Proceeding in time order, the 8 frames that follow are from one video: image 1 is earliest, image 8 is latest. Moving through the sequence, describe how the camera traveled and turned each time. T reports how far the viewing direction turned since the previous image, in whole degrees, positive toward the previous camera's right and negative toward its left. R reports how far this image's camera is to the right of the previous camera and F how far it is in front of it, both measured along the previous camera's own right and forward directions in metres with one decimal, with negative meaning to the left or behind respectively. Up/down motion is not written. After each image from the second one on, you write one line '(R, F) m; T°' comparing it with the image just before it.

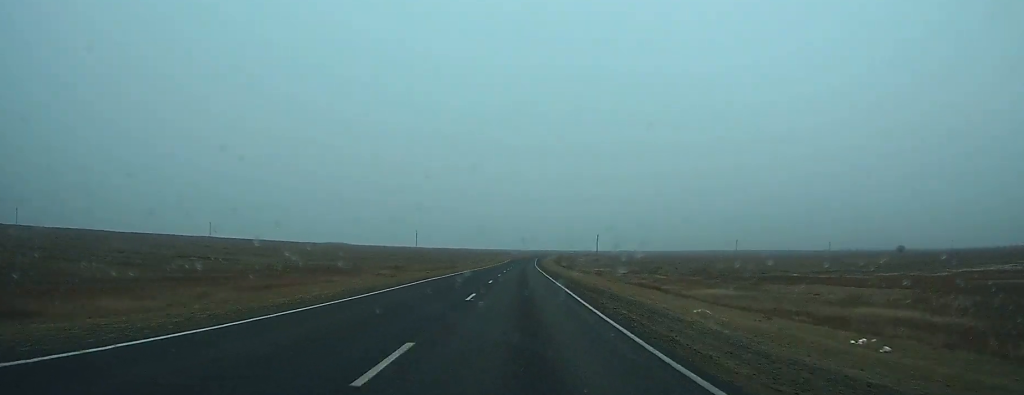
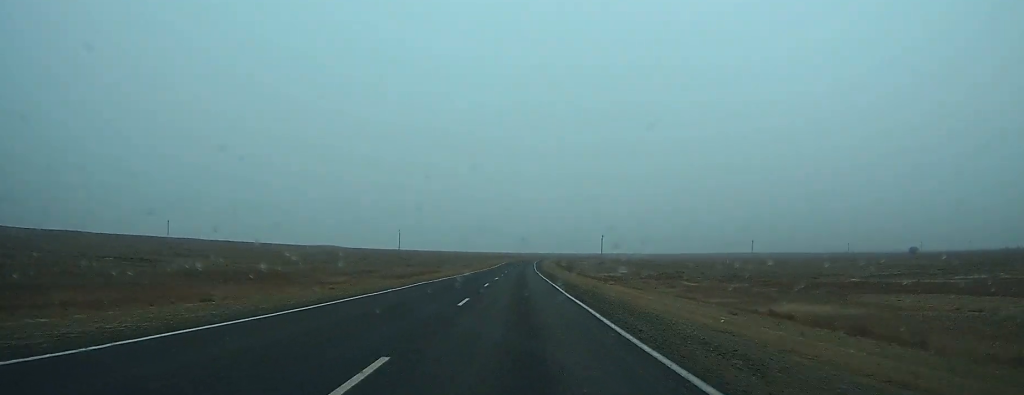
(0.0, +25.0) m; 0°
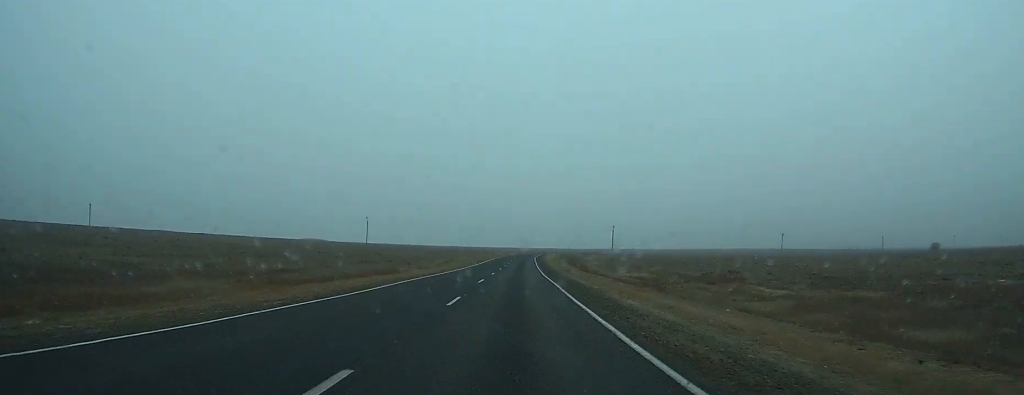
(+0.1, +38.6) m; 0°
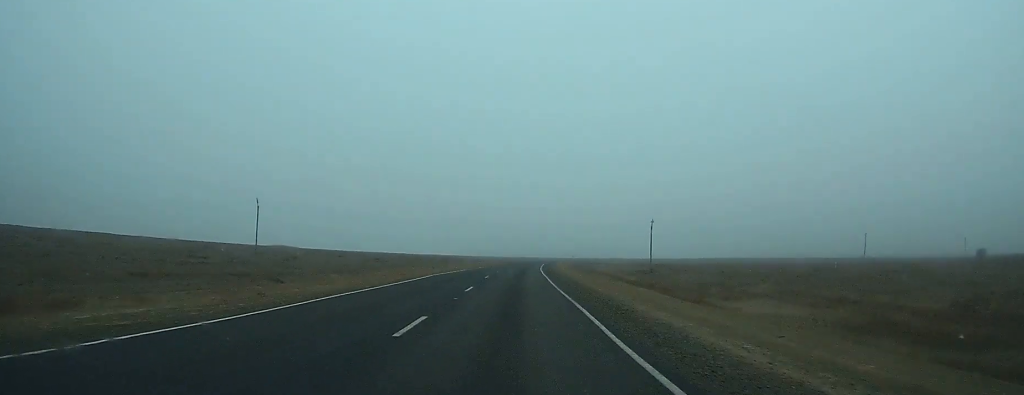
(+0.5, +67.8) m; +1°
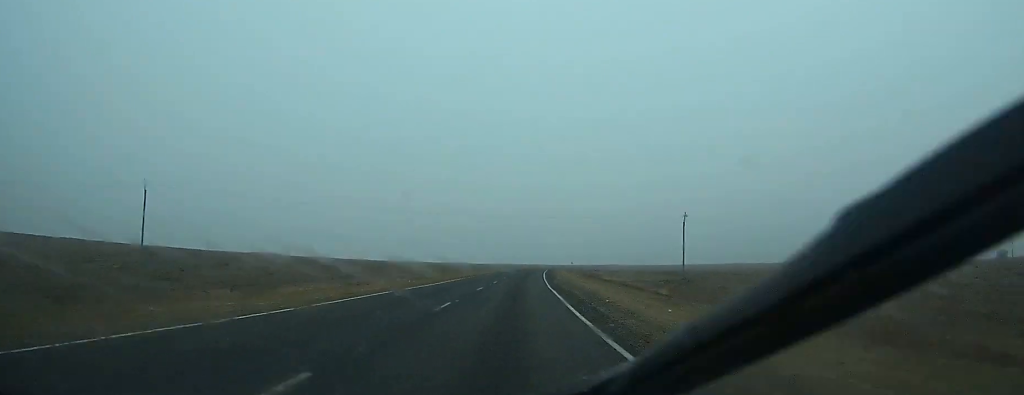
(+0.1, +30.3) m; +1°
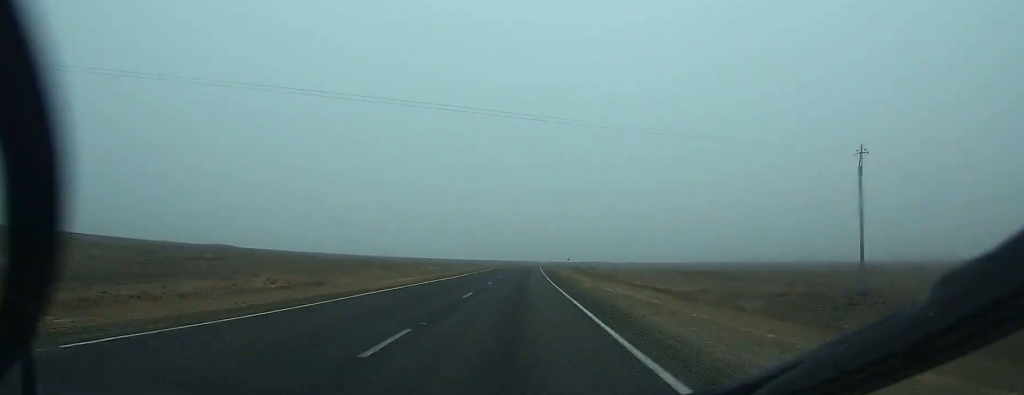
(+0.7, +53.7) m; +1°
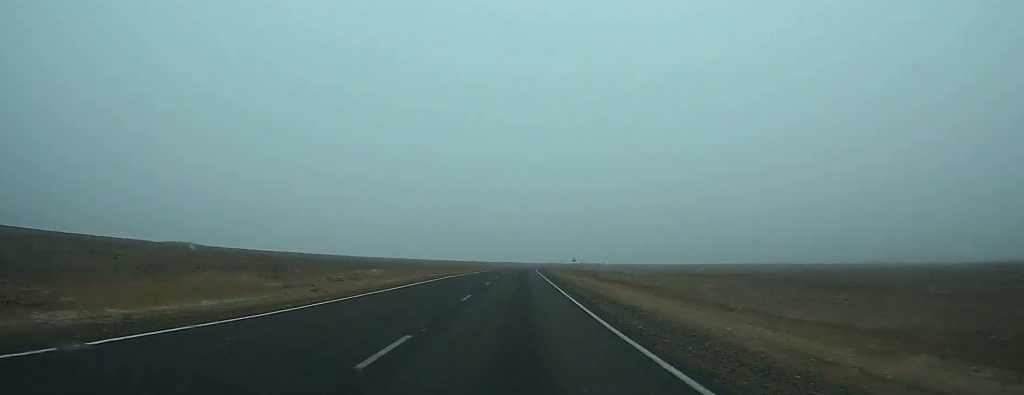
(+0.6, +46.7) m; +1°
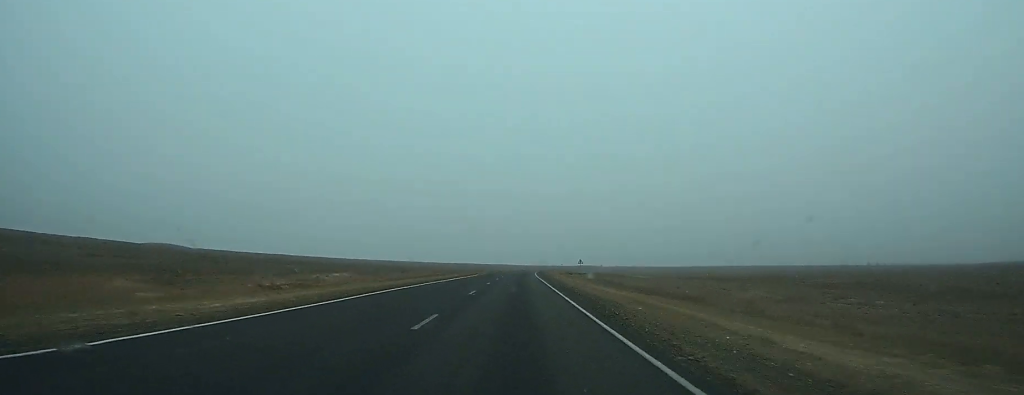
(+0.1, +20.6) m; 0°
